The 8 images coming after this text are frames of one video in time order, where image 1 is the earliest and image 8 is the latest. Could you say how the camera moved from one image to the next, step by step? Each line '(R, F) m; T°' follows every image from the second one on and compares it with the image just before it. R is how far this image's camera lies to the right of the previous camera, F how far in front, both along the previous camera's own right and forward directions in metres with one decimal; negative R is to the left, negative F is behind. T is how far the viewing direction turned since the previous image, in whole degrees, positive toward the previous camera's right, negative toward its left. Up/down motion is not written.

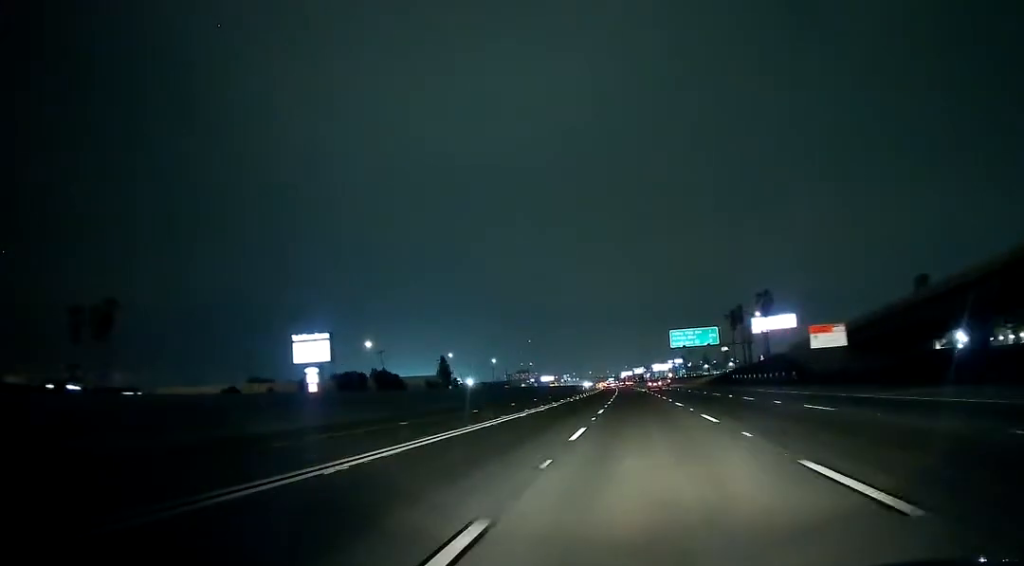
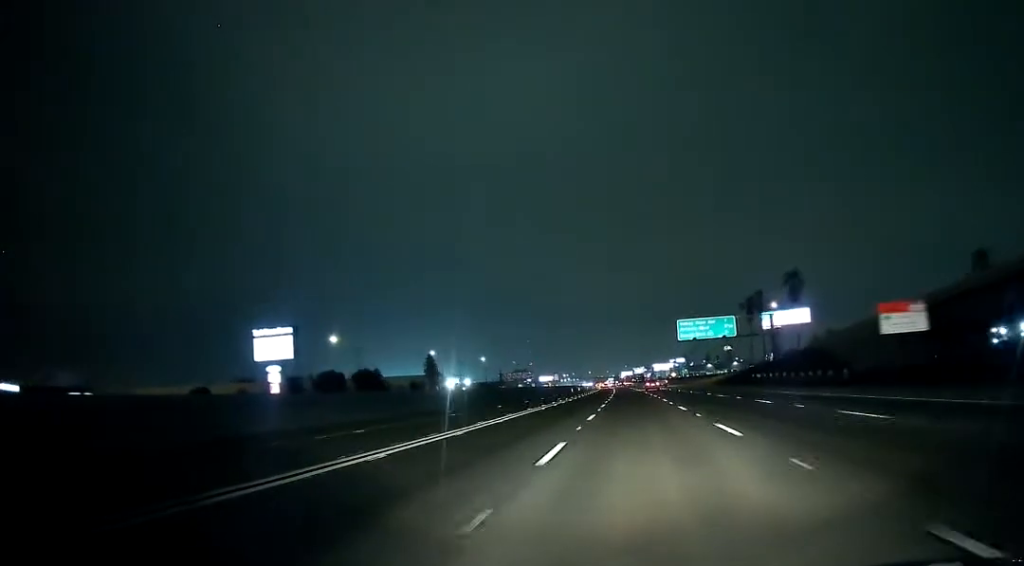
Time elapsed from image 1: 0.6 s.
(0.0, +20.1) m; 0°
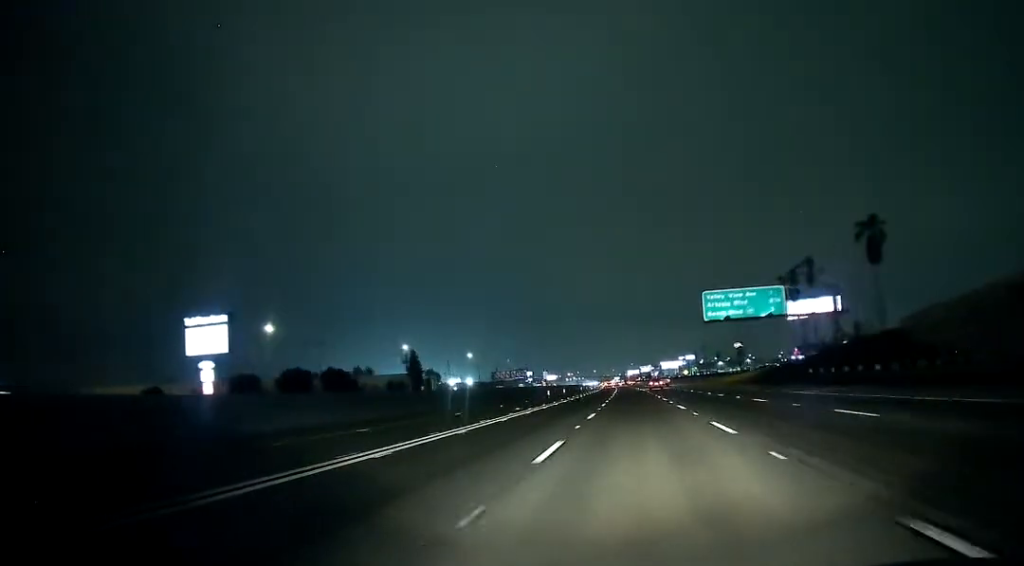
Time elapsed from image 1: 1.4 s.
(0.0, +28.1) m; 0°
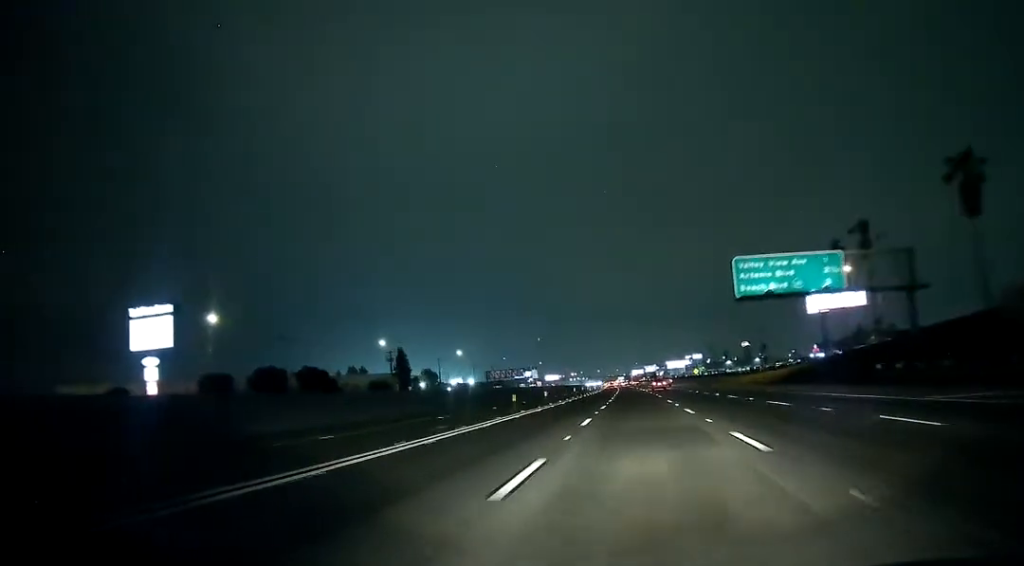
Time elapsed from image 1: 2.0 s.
(0.0, +19.2) m; 0°
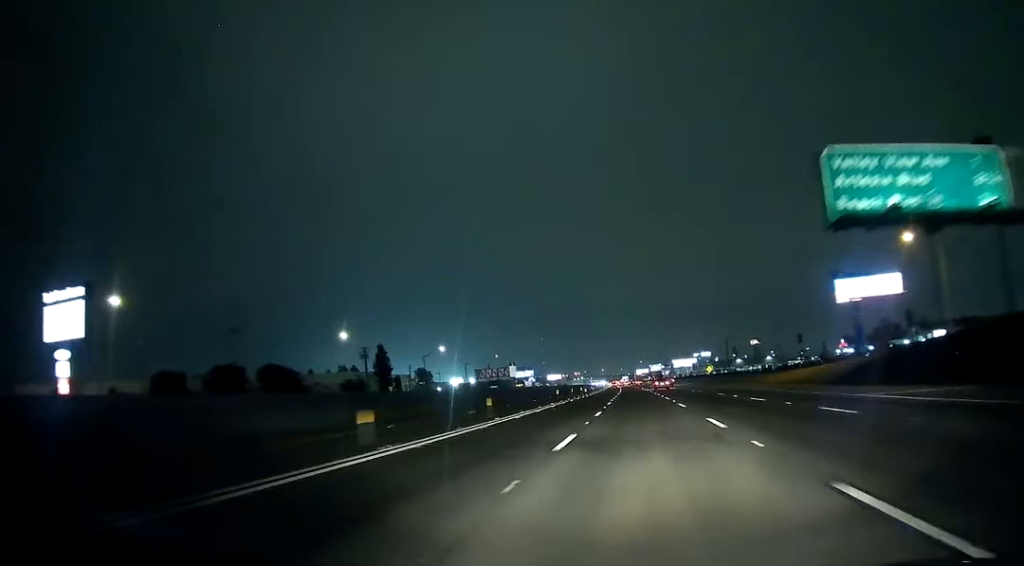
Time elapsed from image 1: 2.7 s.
(0.0, +23.8) m; 0°
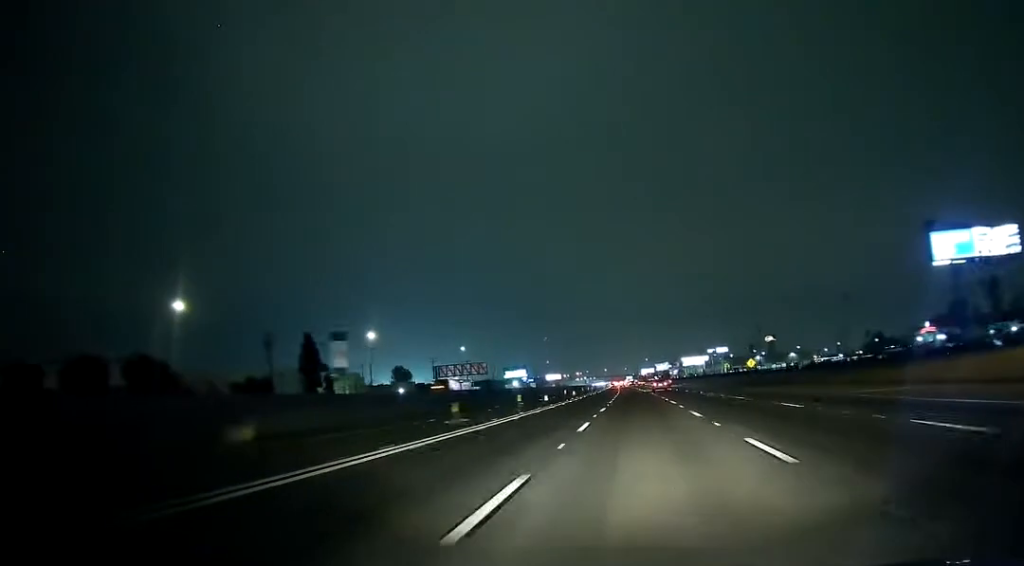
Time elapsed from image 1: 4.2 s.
(0.0, +52.0) m; 0°
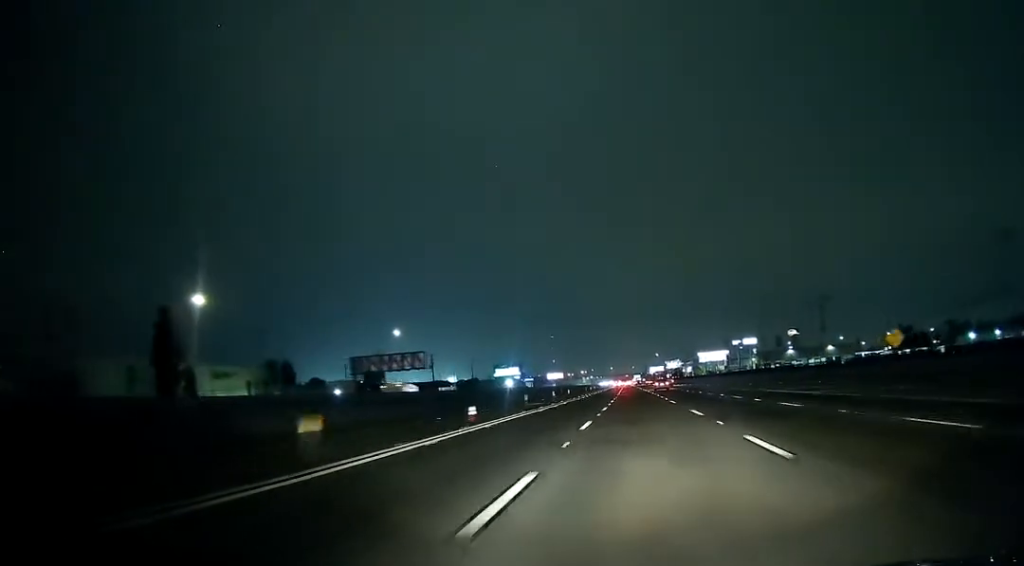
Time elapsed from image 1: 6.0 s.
(0.0, +58.8) m; 0°
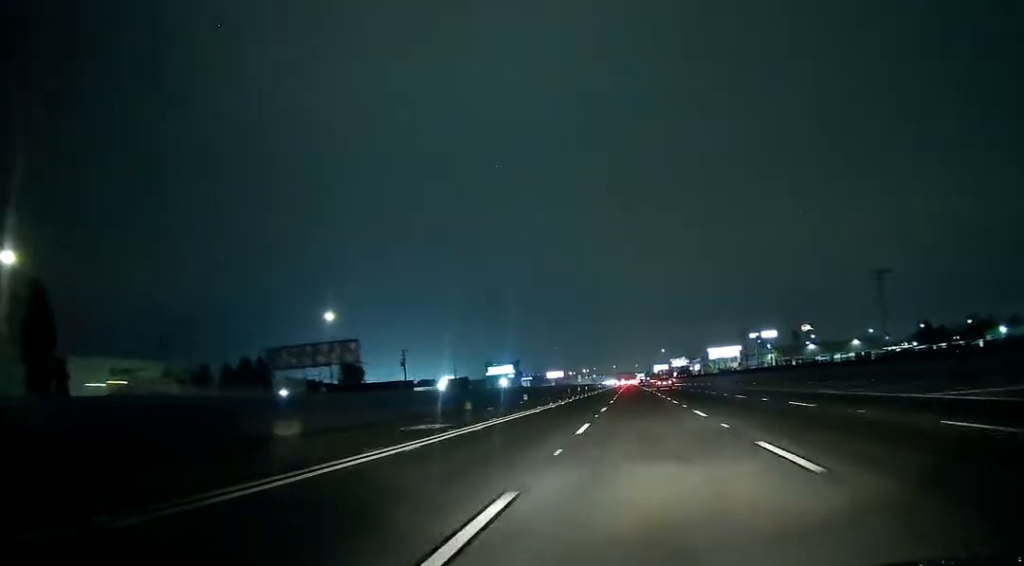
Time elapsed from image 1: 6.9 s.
(0.0, +30.5) m; 0°
